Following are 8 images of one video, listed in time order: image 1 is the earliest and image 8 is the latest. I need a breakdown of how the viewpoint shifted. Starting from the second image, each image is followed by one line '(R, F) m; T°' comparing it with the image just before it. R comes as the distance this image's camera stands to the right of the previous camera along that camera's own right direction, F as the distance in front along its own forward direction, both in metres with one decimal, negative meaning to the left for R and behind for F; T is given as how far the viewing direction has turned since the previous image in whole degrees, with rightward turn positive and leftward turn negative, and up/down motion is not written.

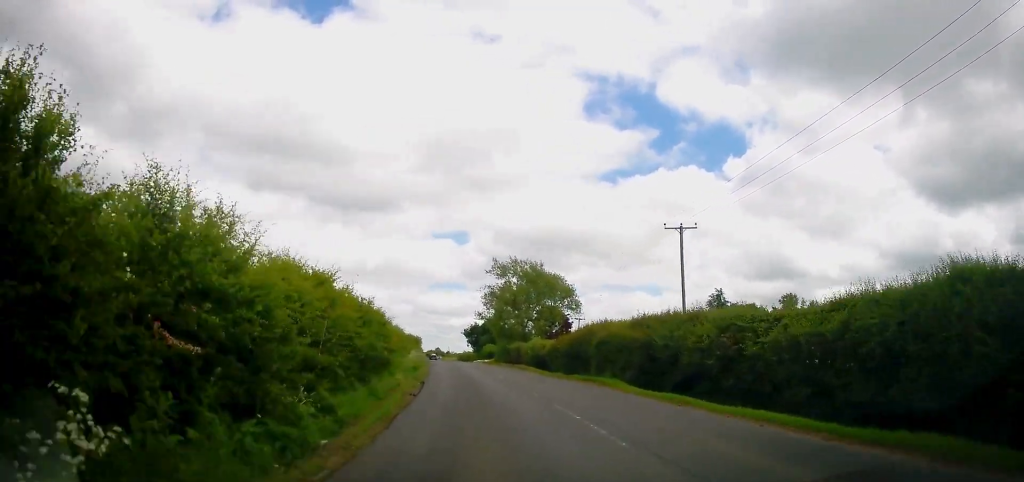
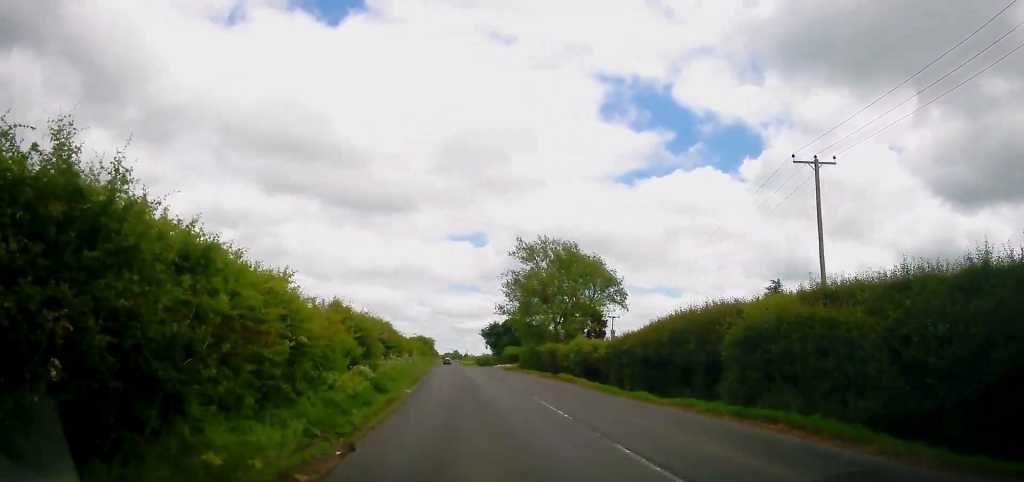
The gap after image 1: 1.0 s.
(-0.8, +14.0) m; -5°
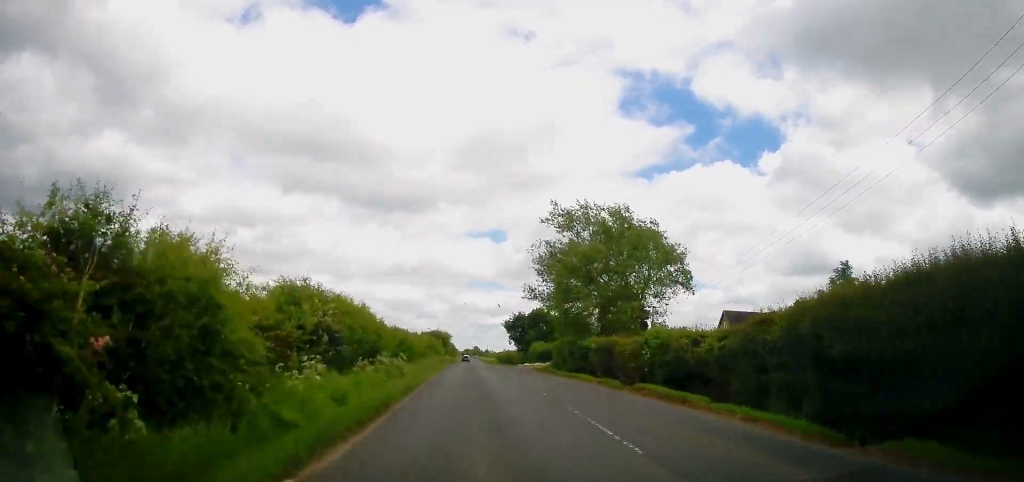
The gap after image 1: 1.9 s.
(-0.3, +12.8) m; -1°
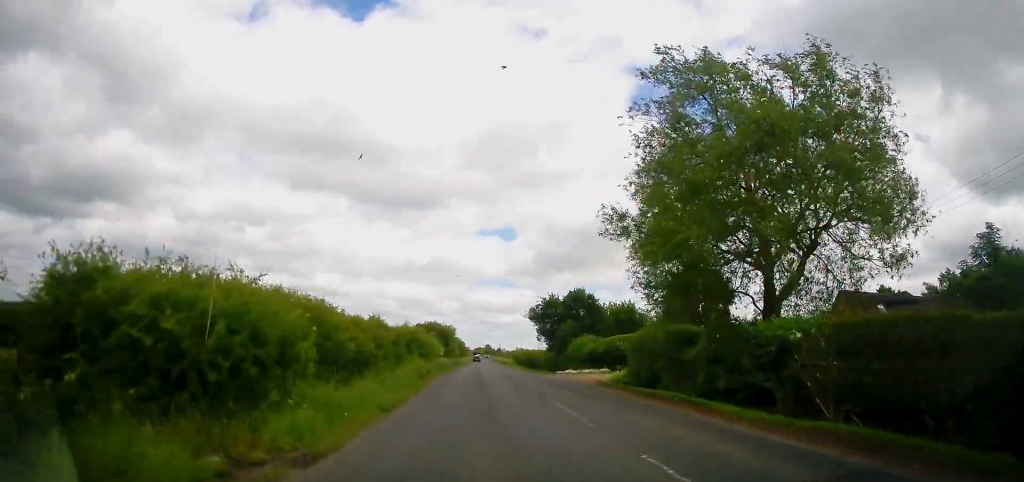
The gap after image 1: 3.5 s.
(0.0, +23.7) m; -1°
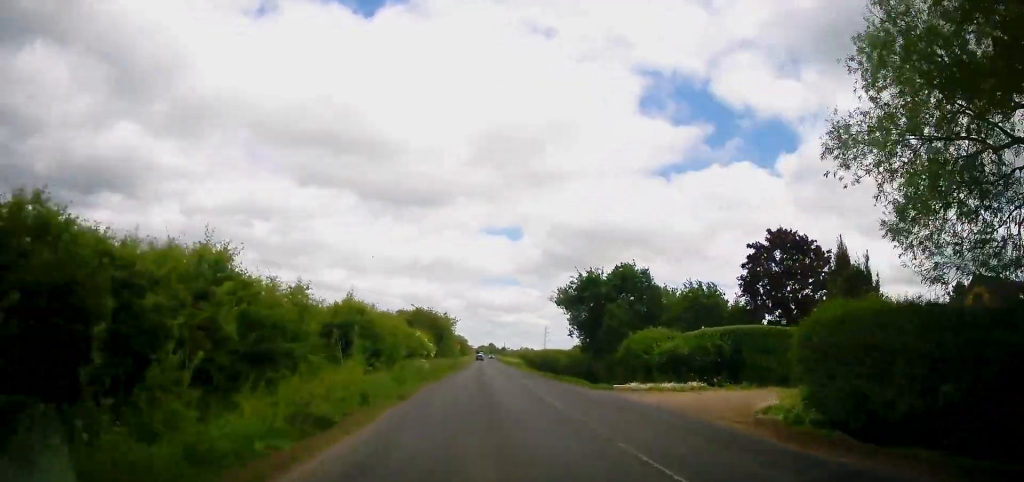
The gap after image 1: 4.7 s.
(-0.4, +16.8) m; -1°
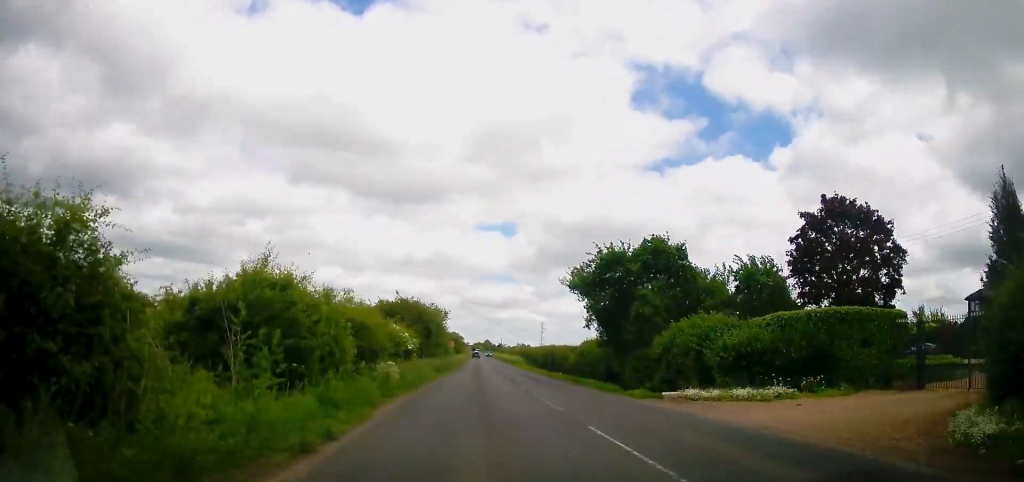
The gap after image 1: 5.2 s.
(-0.2, +7.5) m; 0°
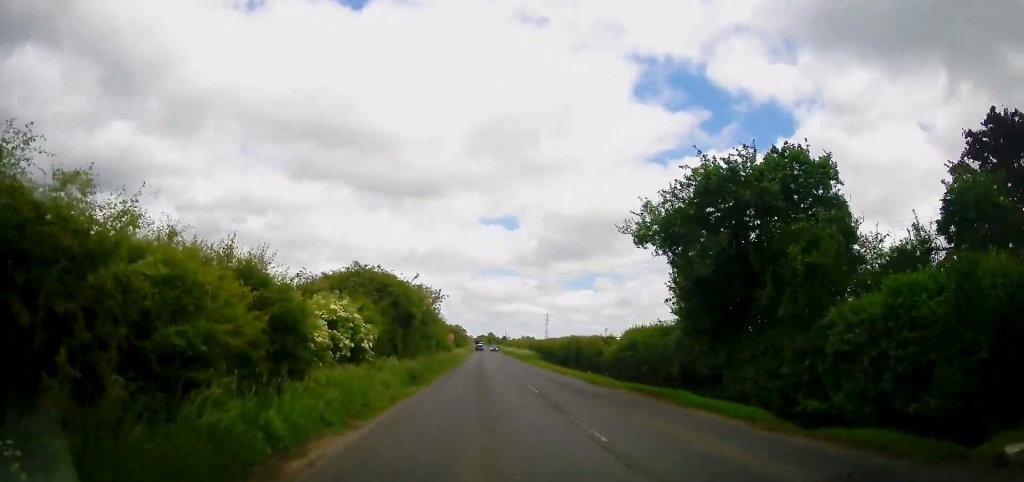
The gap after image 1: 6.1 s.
(+0.5, +13.6) m; +2°
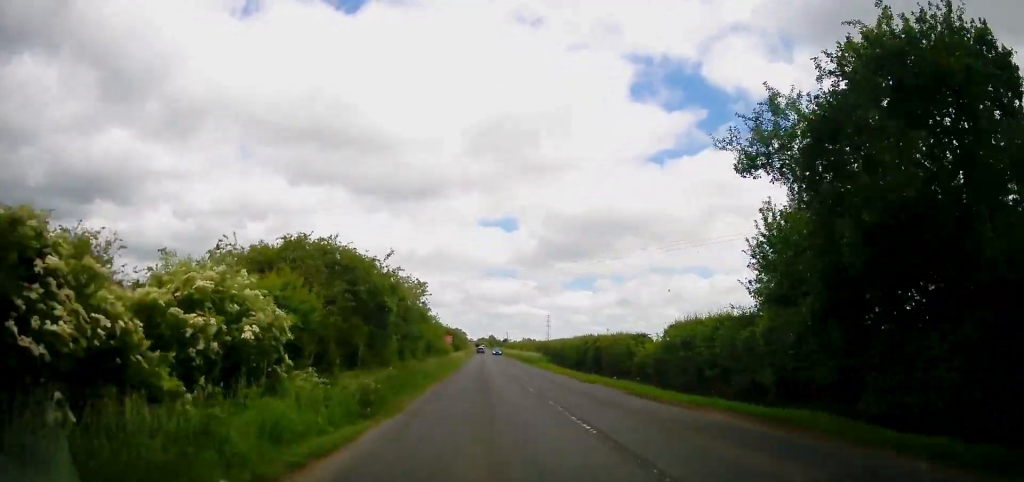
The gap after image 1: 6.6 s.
(0.0, +8.2) m; 0°
